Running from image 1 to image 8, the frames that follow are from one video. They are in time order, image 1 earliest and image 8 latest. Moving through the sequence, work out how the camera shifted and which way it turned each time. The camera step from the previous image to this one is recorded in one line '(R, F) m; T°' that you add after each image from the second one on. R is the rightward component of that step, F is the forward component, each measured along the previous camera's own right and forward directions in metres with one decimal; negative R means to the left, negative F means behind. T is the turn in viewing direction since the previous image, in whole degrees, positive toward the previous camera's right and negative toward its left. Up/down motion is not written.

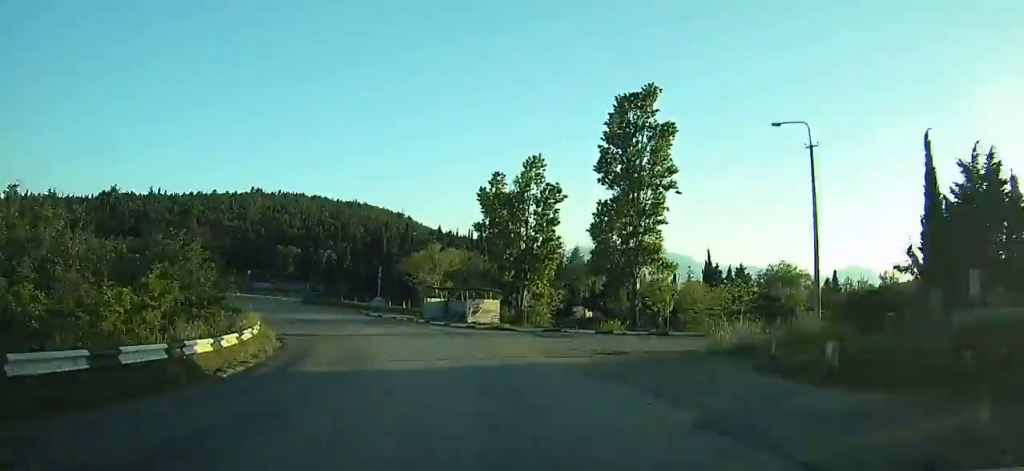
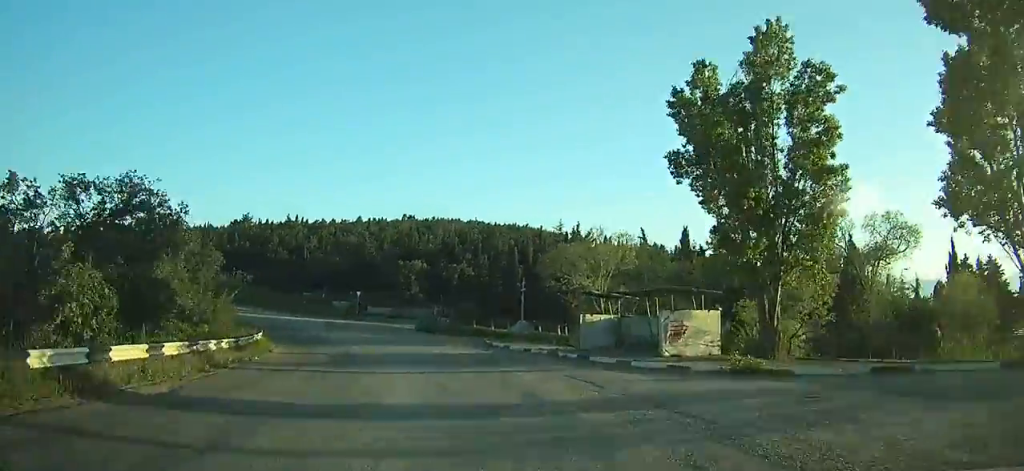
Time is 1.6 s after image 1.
(+1.2, +21.0) m; -10°
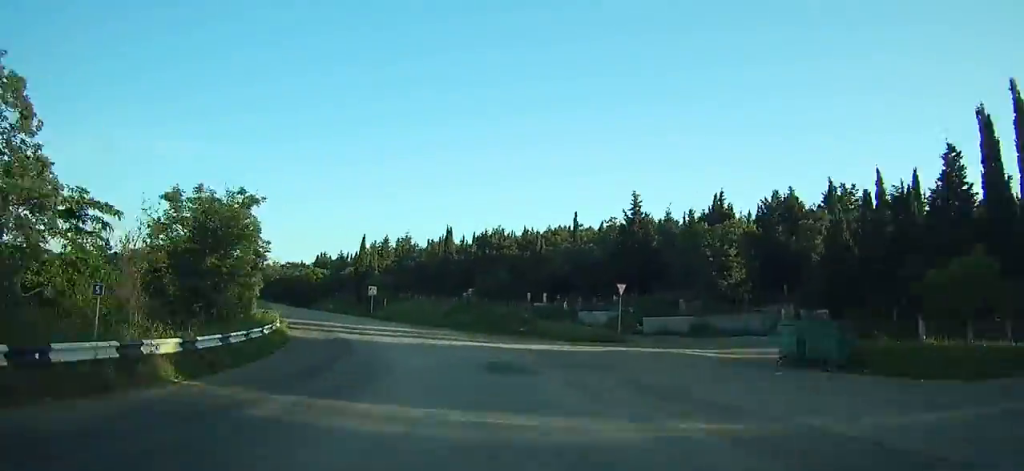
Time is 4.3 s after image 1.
(-8.0, +36.0) m; -29°
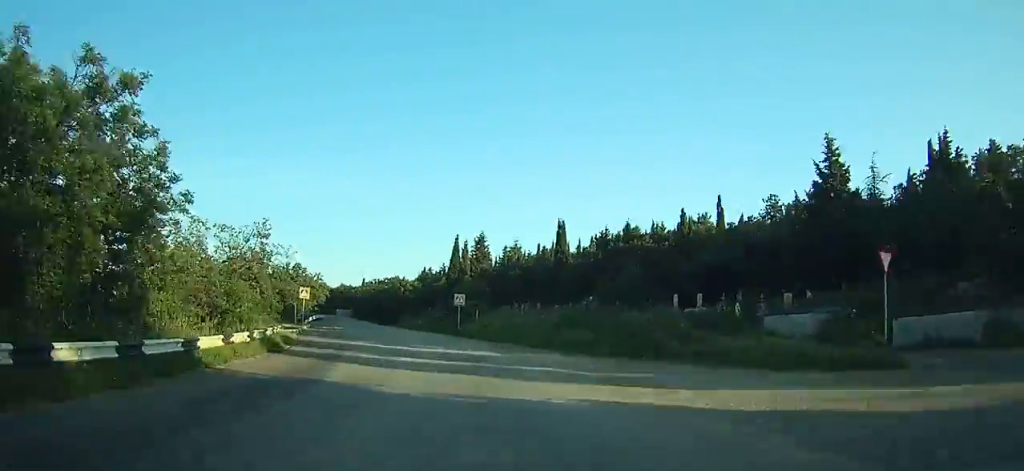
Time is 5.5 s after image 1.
(-4.4, +16.3) m; -10°
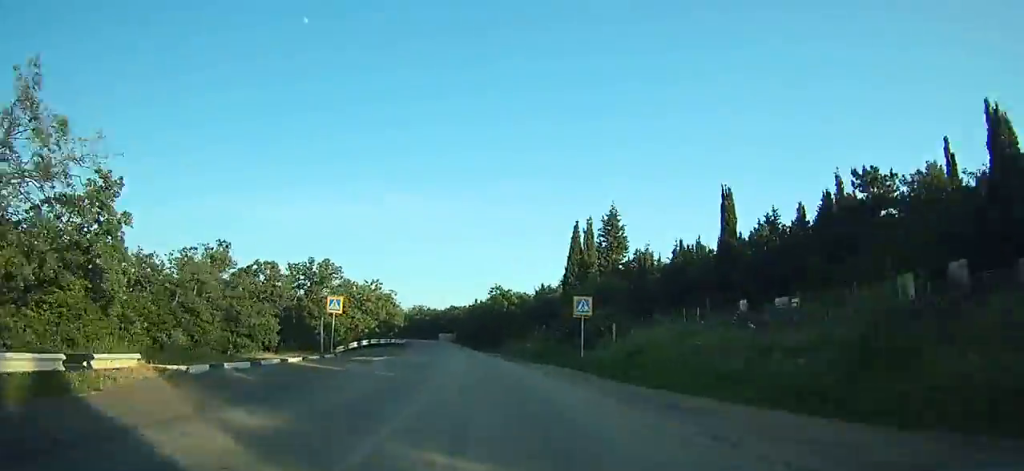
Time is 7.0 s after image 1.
(-2.6, +21.2) m; -13°
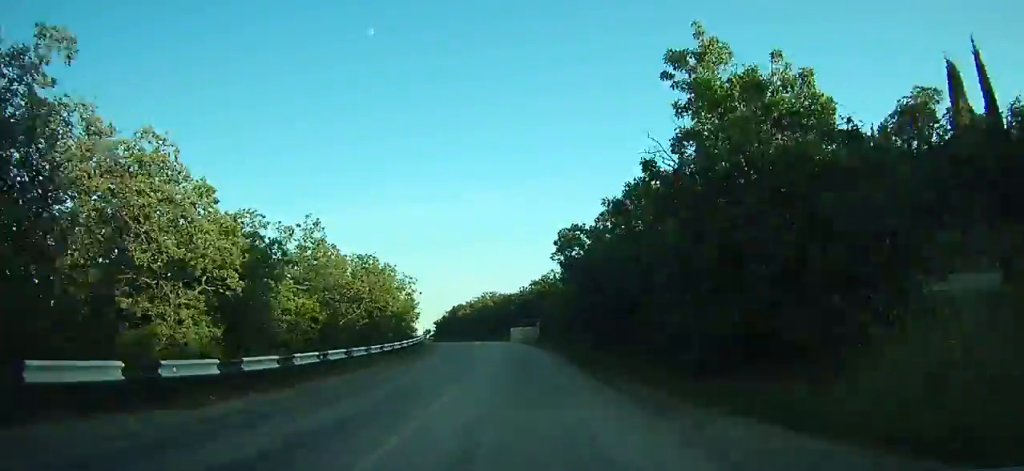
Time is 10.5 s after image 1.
(-8.9, +50.7) m; -14°
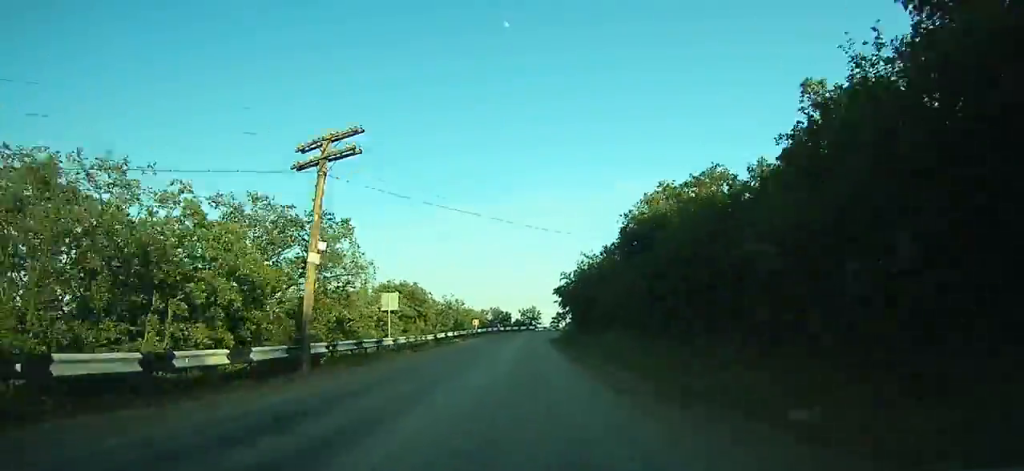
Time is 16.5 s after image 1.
(-10.3, +86.6) m; -11°
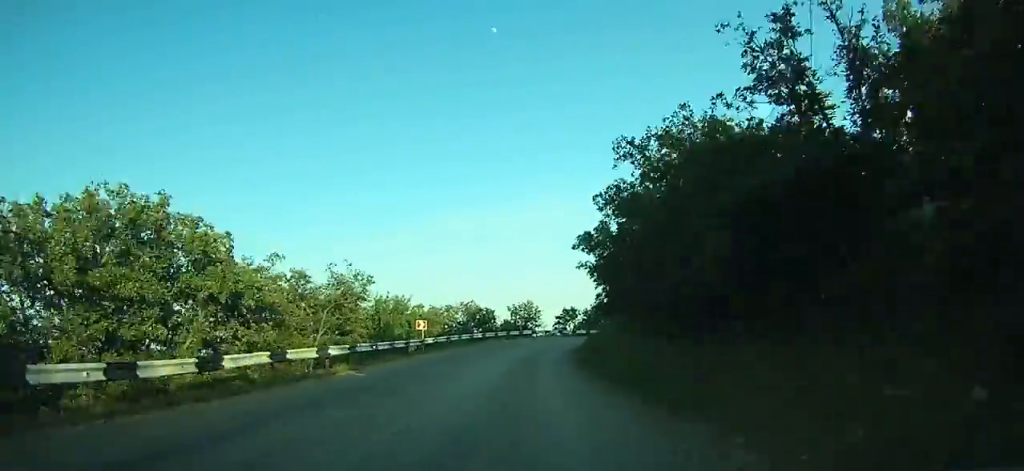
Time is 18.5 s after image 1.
(-0.4, +28.2) m; +1°
